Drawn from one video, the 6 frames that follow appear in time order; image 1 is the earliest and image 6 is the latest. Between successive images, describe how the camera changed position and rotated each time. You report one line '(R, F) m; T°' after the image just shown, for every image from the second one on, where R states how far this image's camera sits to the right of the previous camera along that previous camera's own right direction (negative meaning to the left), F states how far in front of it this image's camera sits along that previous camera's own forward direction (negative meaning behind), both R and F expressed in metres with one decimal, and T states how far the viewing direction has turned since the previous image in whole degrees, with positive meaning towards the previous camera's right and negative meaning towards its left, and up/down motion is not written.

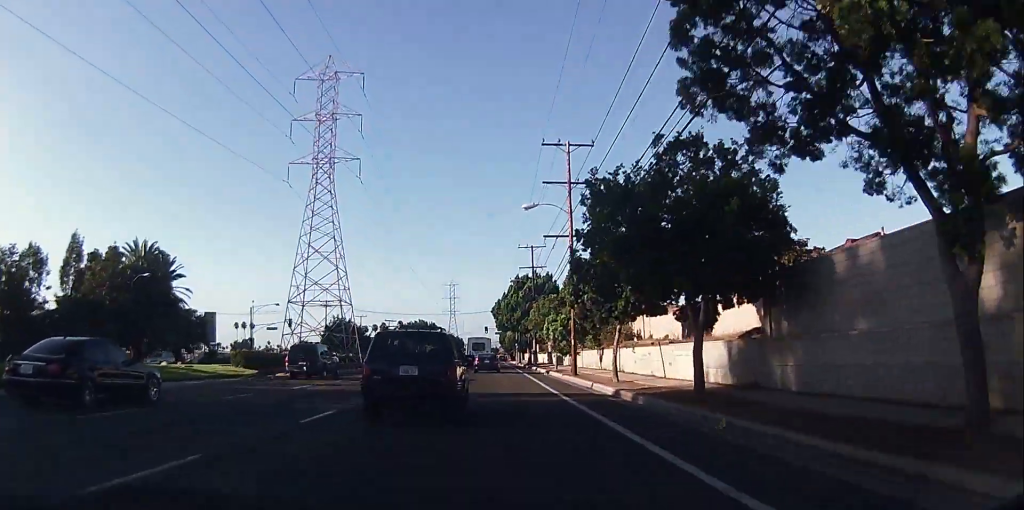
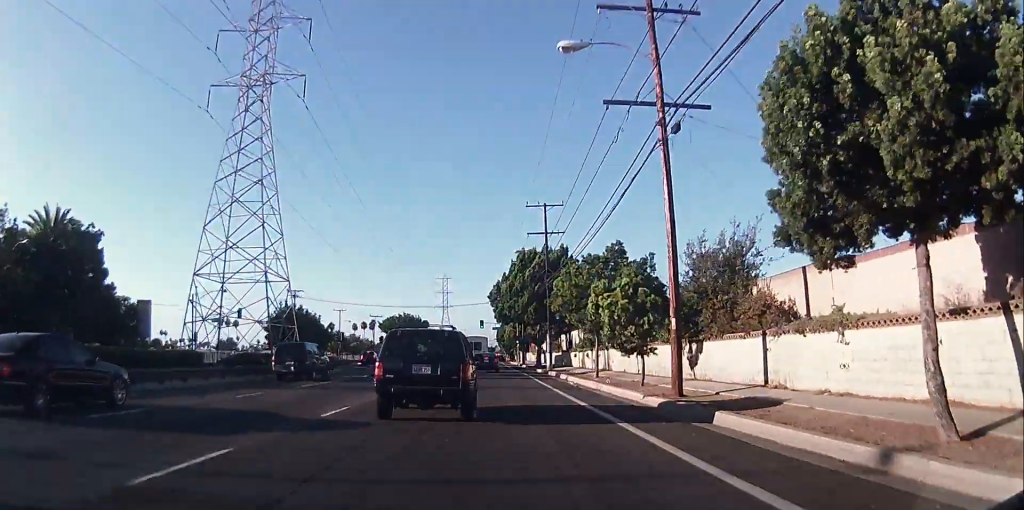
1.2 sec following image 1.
(0.0, +20.6) m; -2°
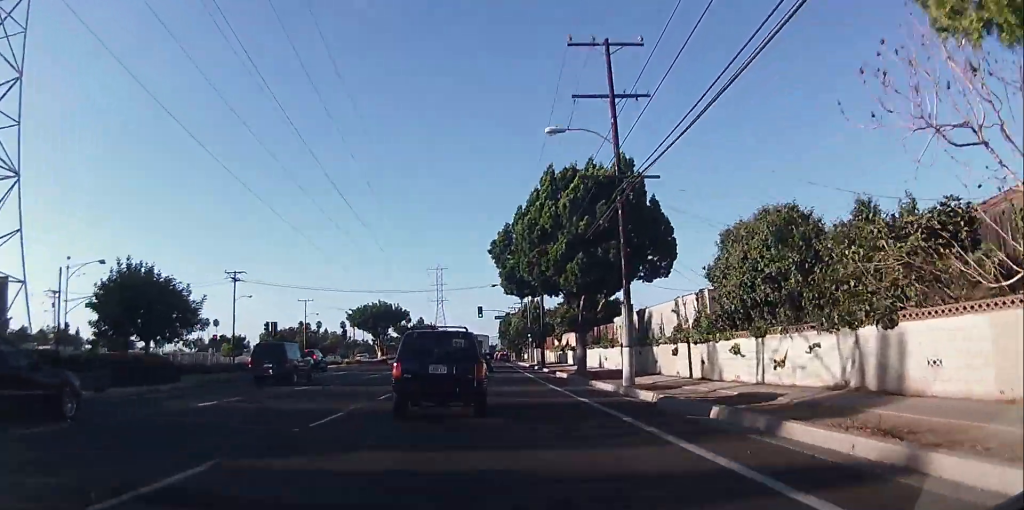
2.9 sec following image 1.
(+0.1, +29.5) m; +2°
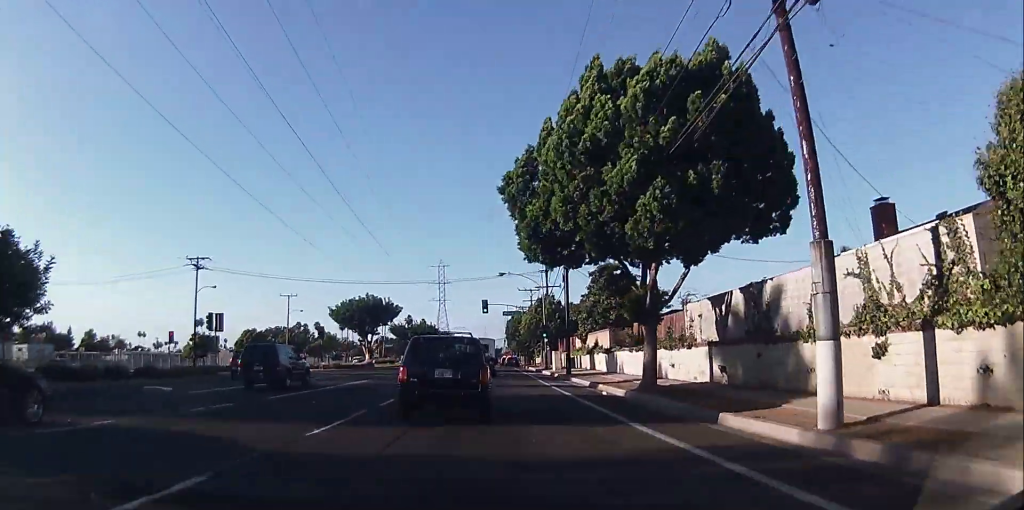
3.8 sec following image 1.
(+0.1, +14.1) m; -1°
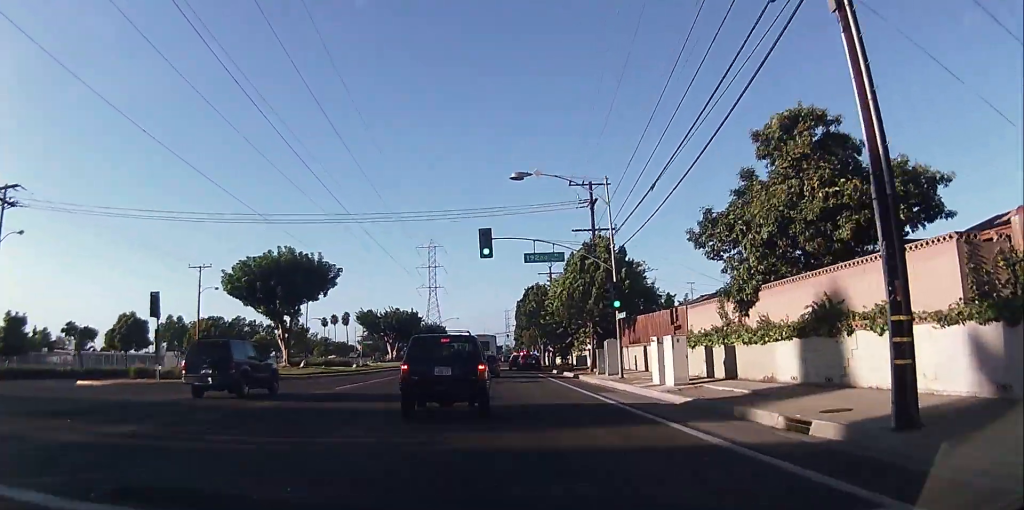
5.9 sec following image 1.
(-1.0, +35.7) m; -1°
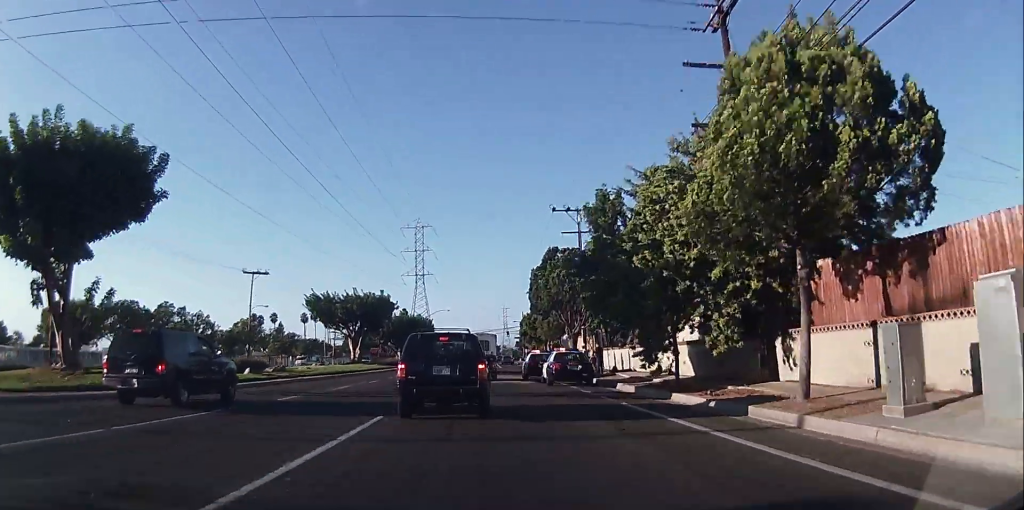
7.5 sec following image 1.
(+0.4, +28.3) m; +1°
